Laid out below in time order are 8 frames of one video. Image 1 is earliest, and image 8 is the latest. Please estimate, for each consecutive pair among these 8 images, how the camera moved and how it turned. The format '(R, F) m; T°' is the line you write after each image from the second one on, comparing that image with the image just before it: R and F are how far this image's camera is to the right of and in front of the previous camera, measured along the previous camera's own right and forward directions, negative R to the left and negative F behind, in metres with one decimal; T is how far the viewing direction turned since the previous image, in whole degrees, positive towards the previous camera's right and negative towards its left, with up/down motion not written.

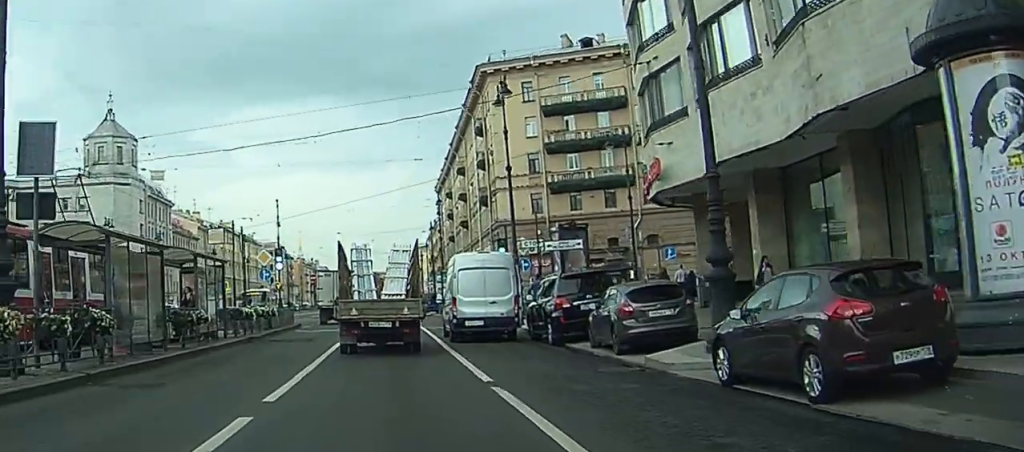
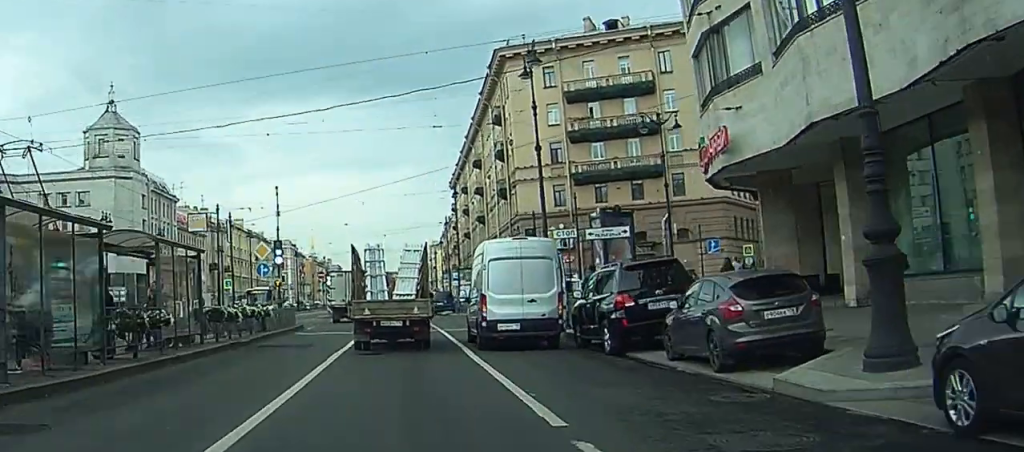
(-0.1, +3.7) m; -1°
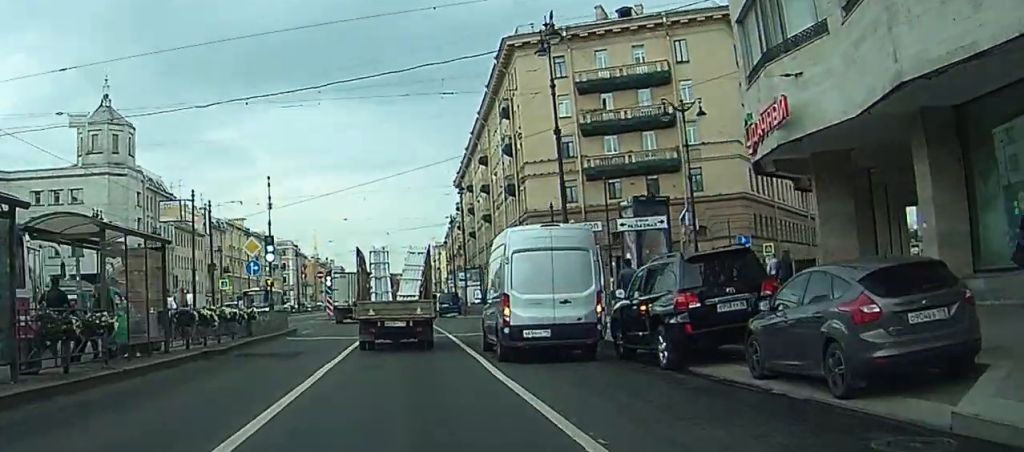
(0.0, +3.0) m; 0°
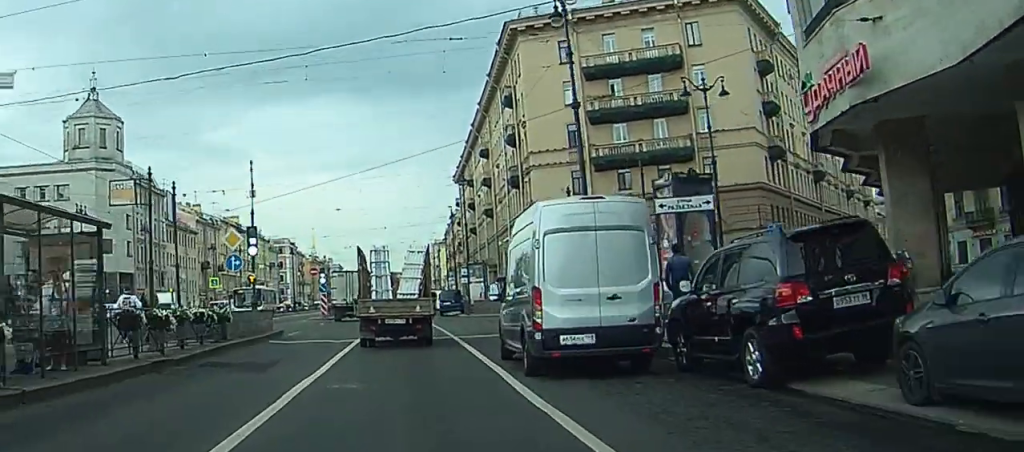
(0.0, +3.0) m; 0°
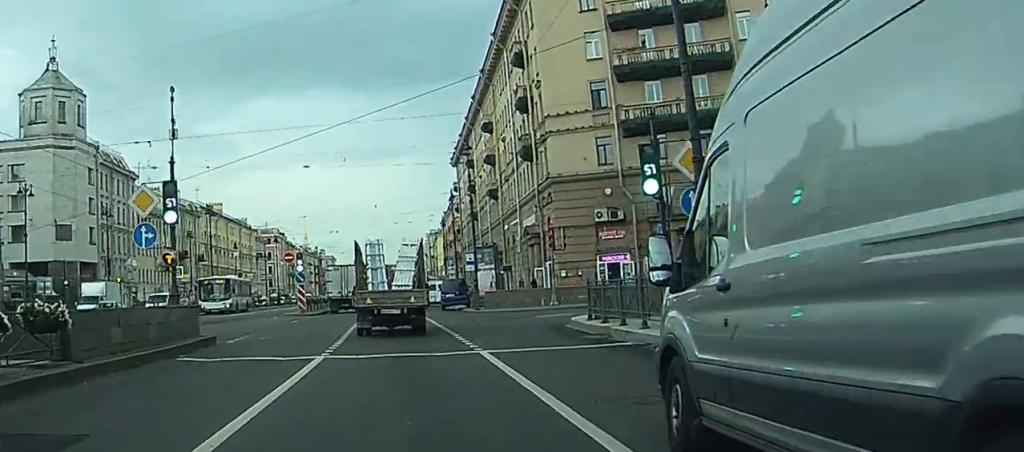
(+0.2, +9.8) m; +2°
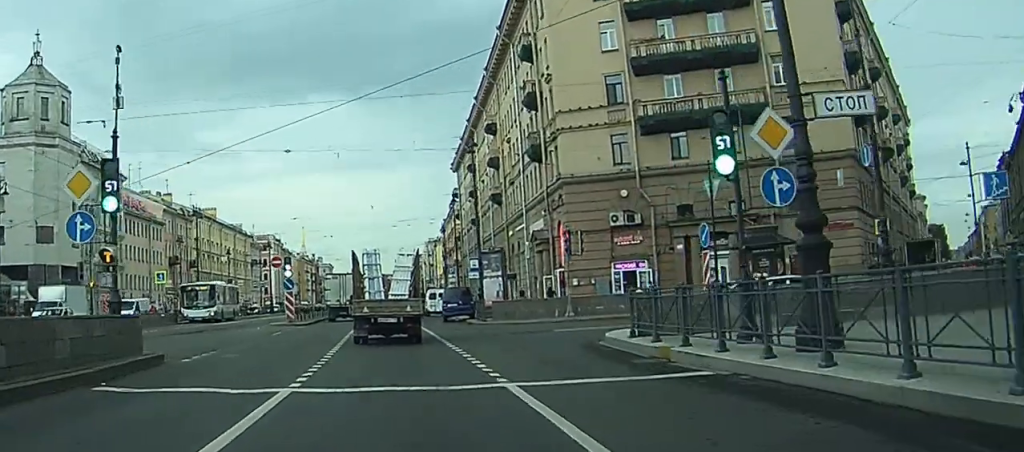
(+0.4, +4.3) m; -2°
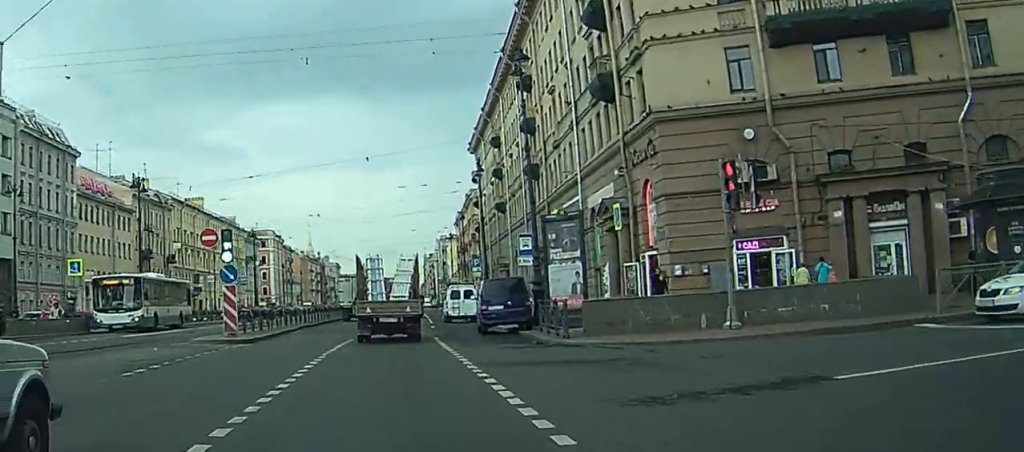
(-0.9, +18.9) m; 0°
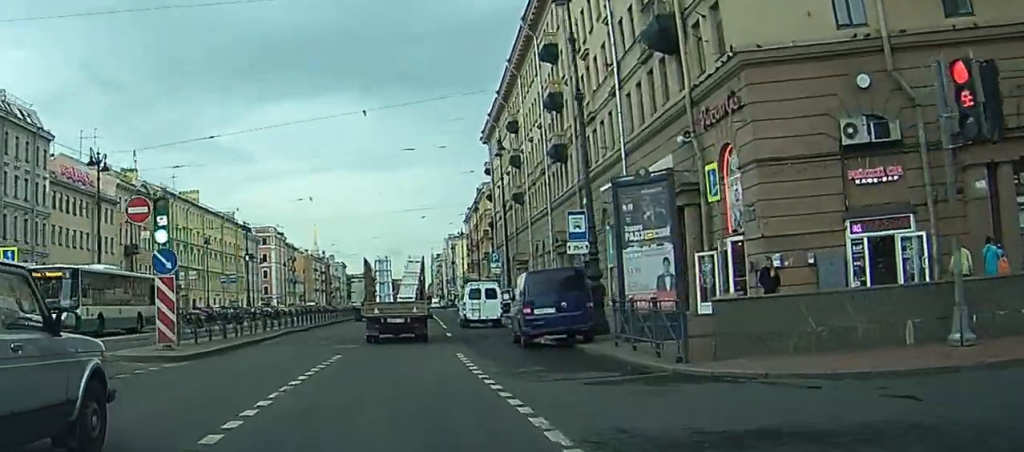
(+0.2, +9.3) m; -1°
